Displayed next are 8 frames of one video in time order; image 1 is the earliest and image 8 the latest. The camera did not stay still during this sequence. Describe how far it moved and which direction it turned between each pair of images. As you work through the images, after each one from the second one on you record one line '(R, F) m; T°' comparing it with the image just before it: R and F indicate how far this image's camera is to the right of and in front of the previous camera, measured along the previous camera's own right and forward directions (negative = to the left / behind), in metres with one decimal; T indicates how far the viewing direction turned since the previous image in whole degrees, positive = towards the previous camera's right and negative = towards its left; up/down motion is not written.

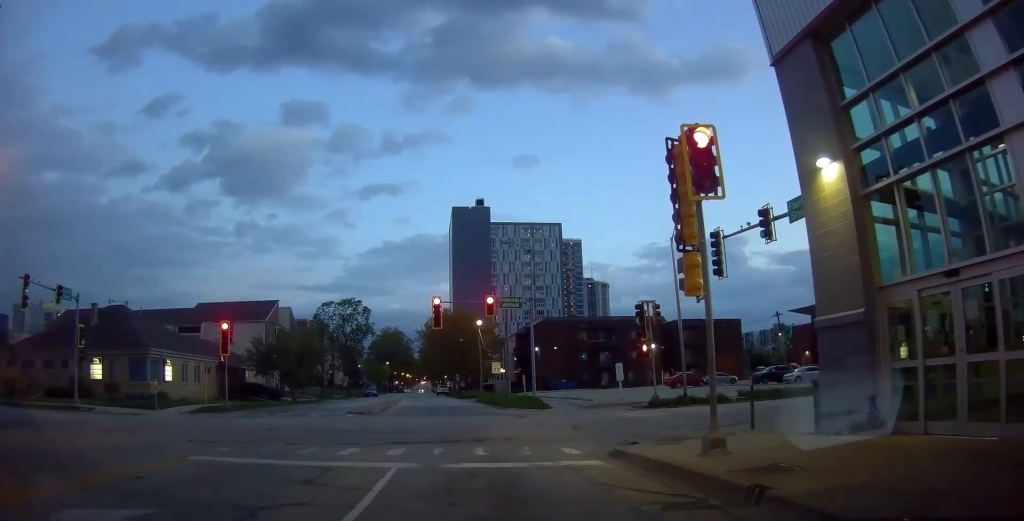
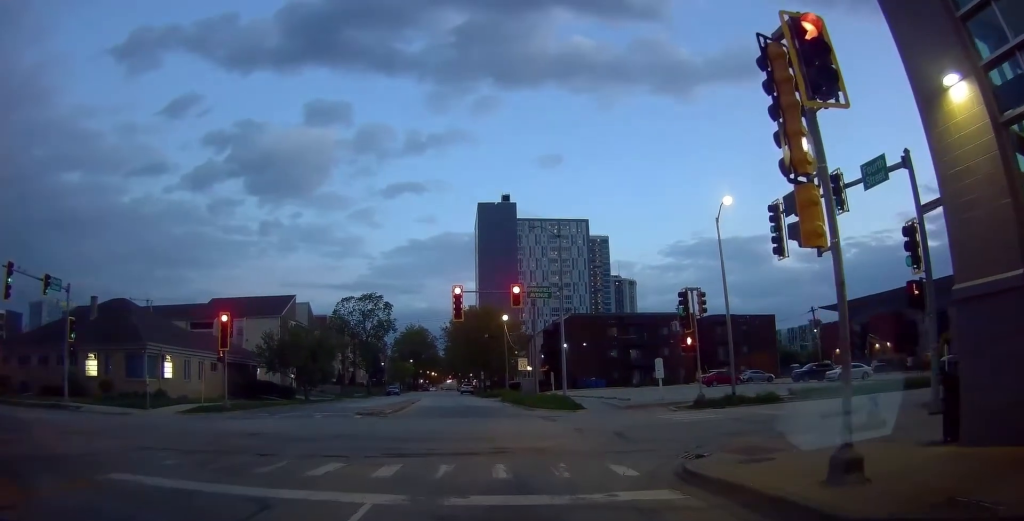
(-0.1, +4.6) m; -3°
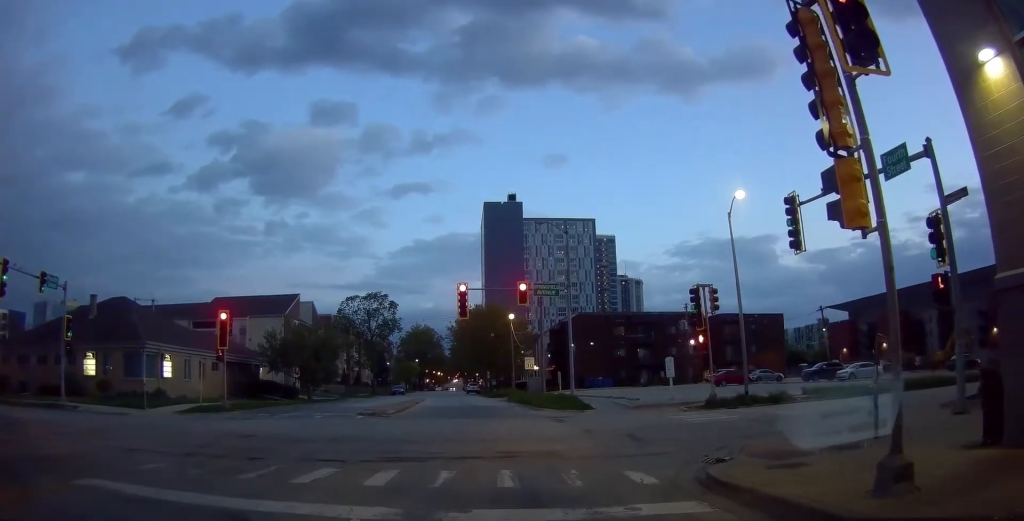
(0.0, +1.9) m; -2°
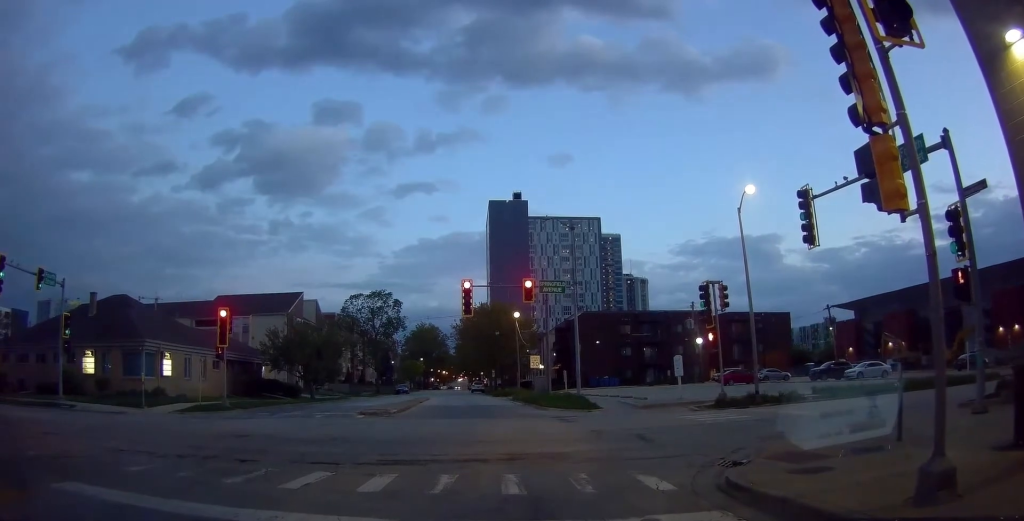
(-0.1, +2.0) m; -5°
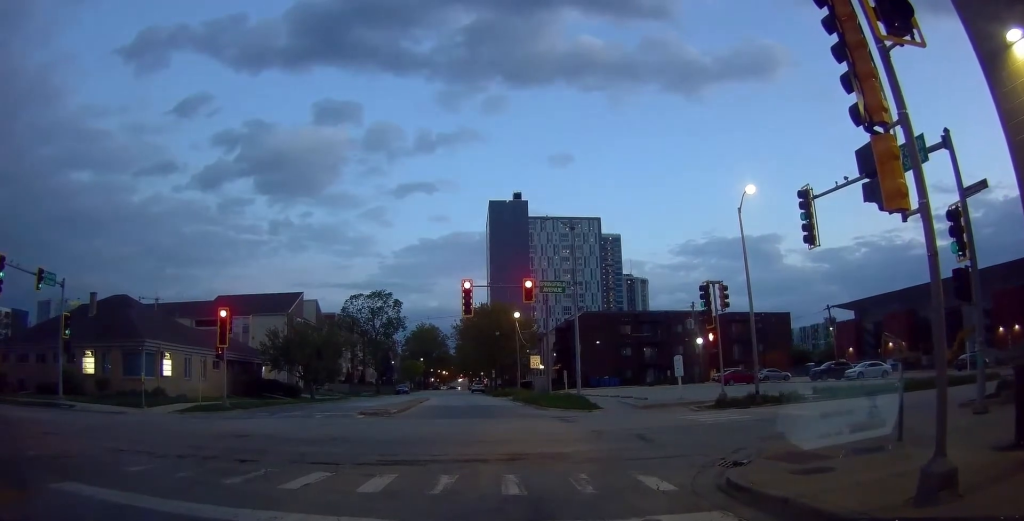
(-0.1, +0.6) m; 0°
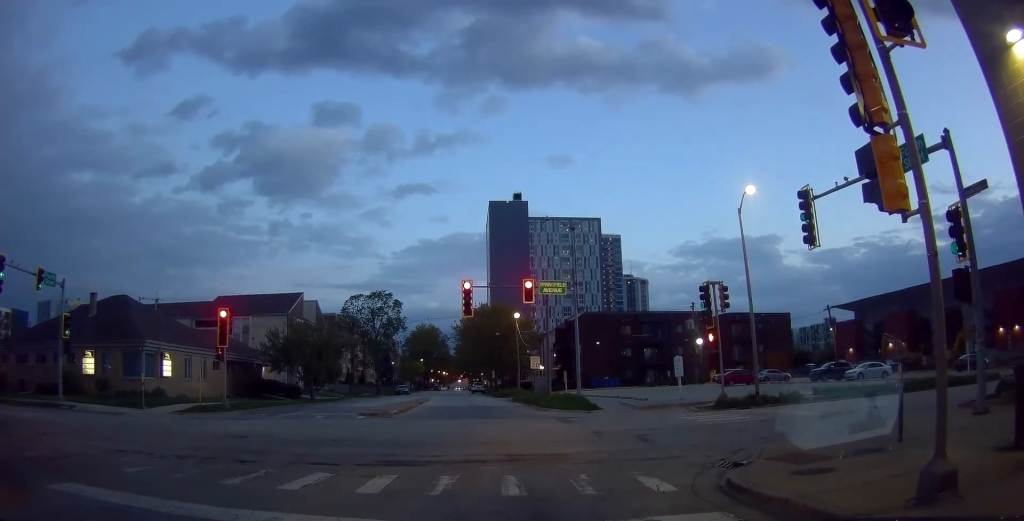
(-0.1, +0.6) m; 0°
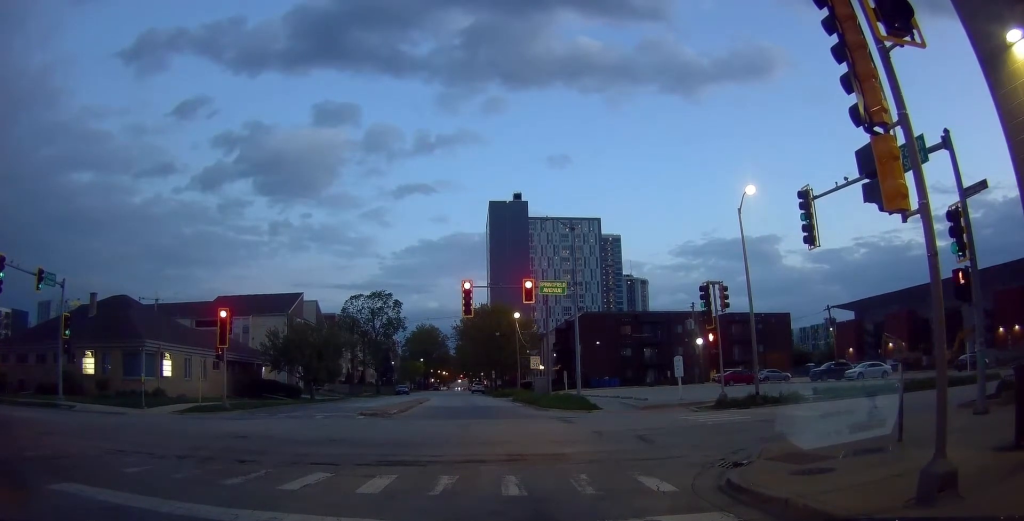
(0.0, 0.0) m; 0°
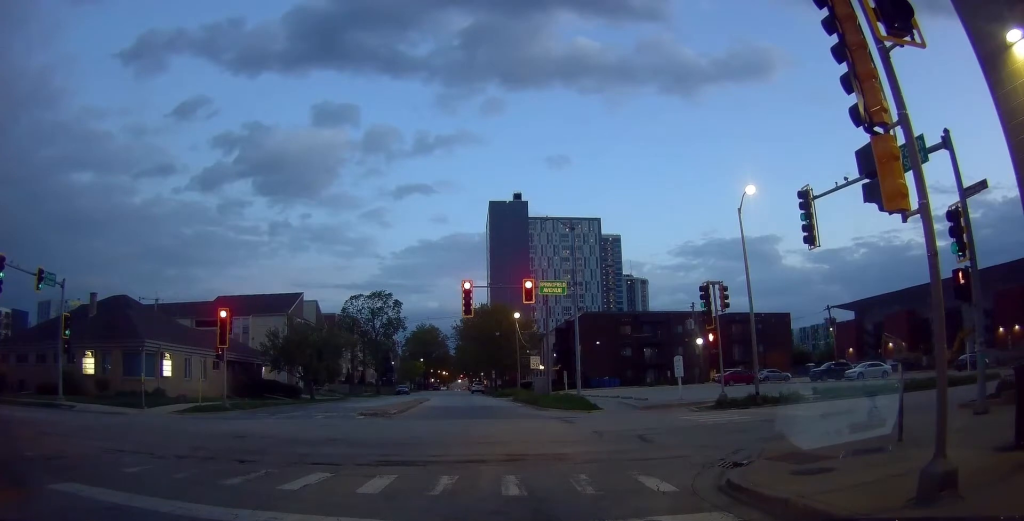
(0.0, 0.0) m; 0°
